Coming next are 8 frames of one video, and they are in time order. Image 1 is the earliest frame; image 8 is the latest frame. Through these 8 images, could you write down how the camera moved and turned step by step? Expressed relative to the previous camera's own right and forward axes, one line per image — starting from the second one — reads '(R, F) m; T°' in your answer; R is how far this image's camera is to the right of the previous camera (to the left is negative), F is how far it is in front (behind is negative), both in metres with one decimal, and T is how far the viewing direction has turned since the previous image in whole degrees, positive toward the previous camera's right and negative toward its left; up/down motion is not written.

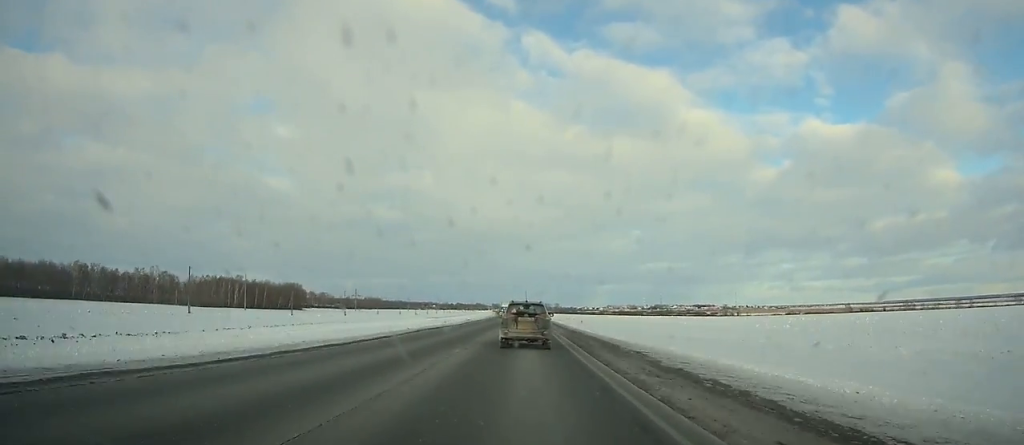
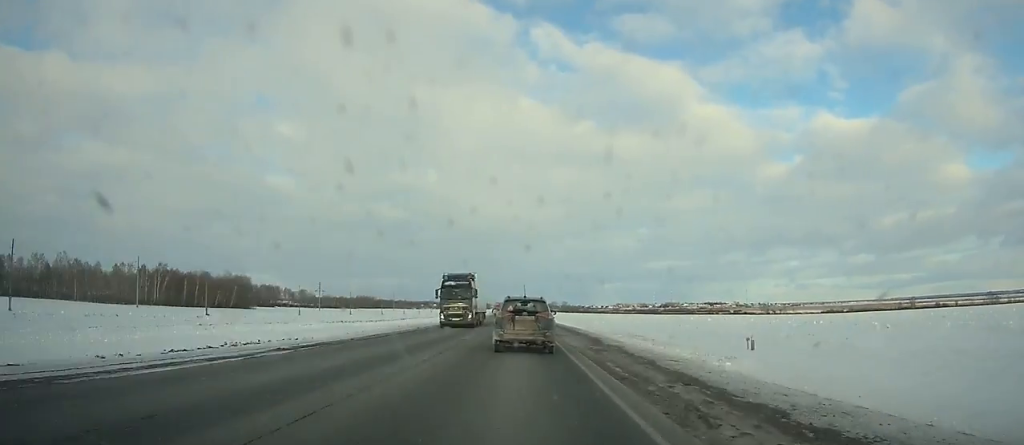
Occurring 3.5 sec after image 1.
(-0.4, +96.5) m; -1°
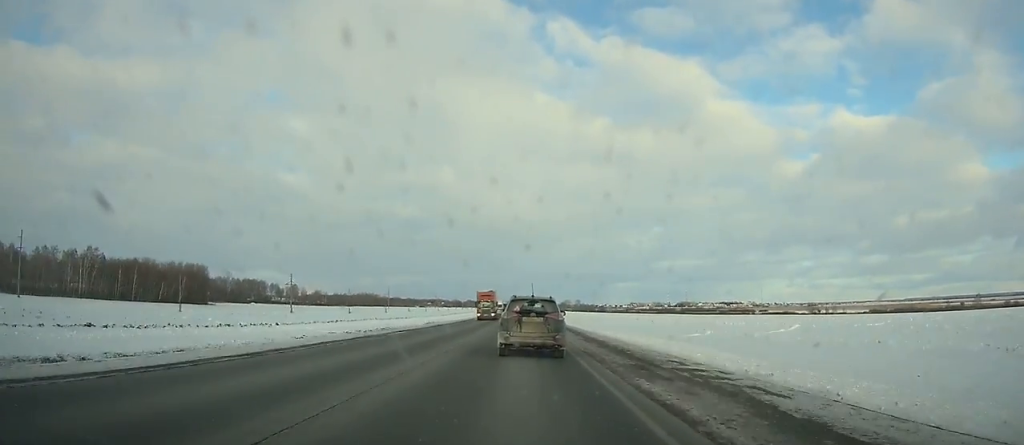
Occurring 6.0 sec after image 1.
(-0.5, +67.5) m; -1°
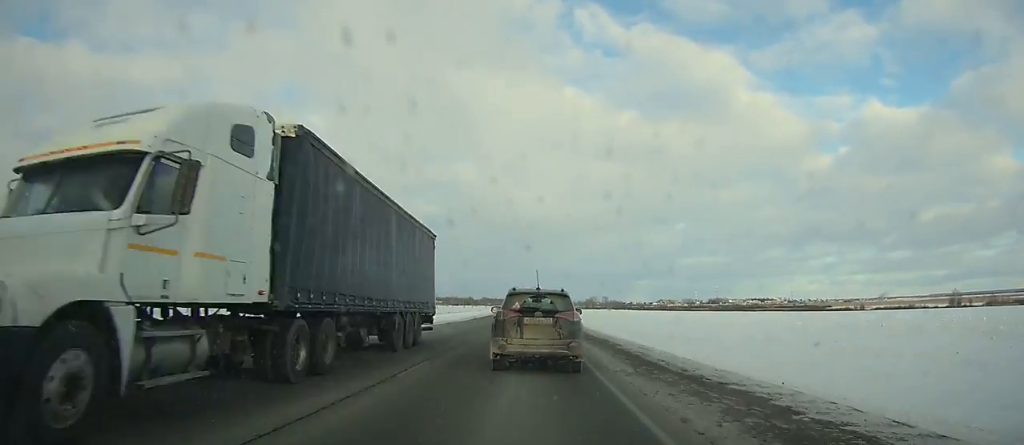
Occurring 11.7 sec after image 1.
(-2.3, +146.8) m; -1°
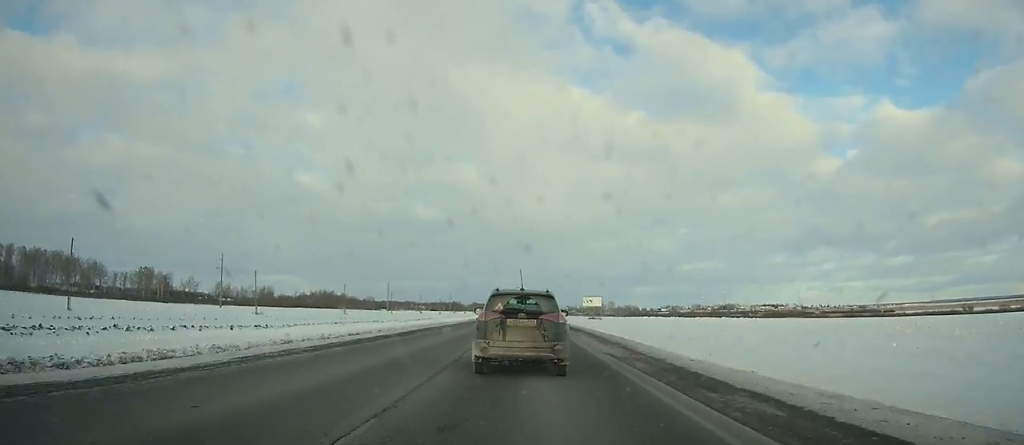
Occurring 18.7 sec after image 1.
(-0.3, +160.6) m; 0°
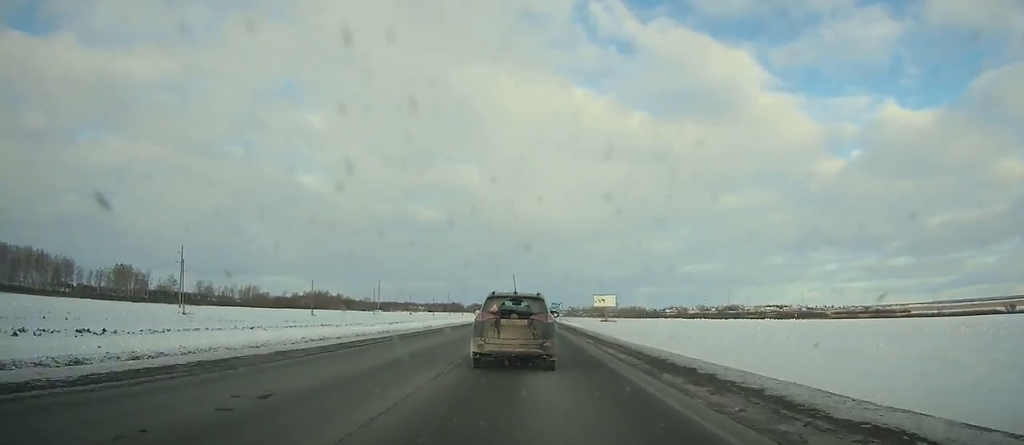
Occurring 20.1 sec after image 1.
(0.0, +29.9) m; 0°
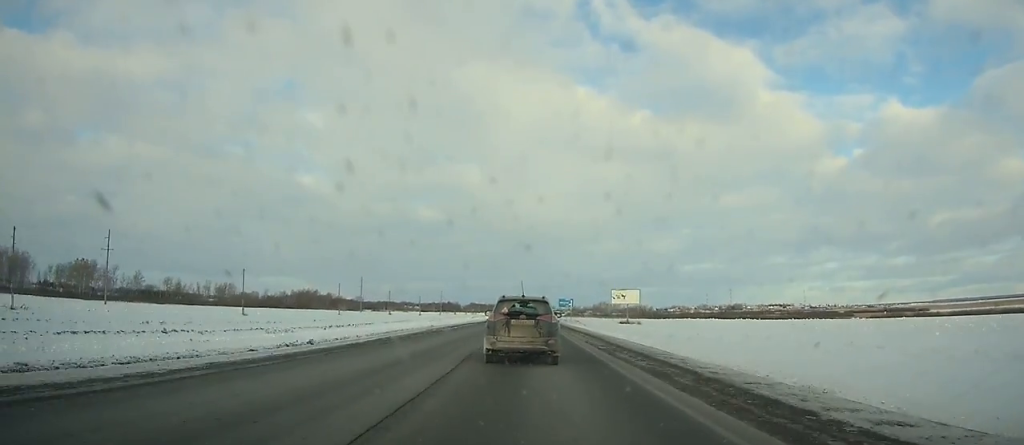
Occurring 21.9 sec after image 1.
(-0.1, +37.7) m; 0°
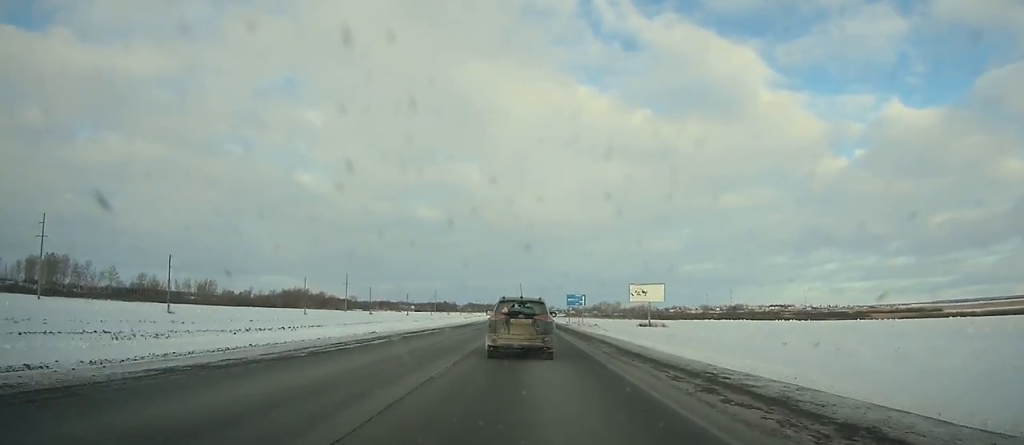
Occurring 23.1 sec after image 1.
(0.0, +25.1) m; 0°
